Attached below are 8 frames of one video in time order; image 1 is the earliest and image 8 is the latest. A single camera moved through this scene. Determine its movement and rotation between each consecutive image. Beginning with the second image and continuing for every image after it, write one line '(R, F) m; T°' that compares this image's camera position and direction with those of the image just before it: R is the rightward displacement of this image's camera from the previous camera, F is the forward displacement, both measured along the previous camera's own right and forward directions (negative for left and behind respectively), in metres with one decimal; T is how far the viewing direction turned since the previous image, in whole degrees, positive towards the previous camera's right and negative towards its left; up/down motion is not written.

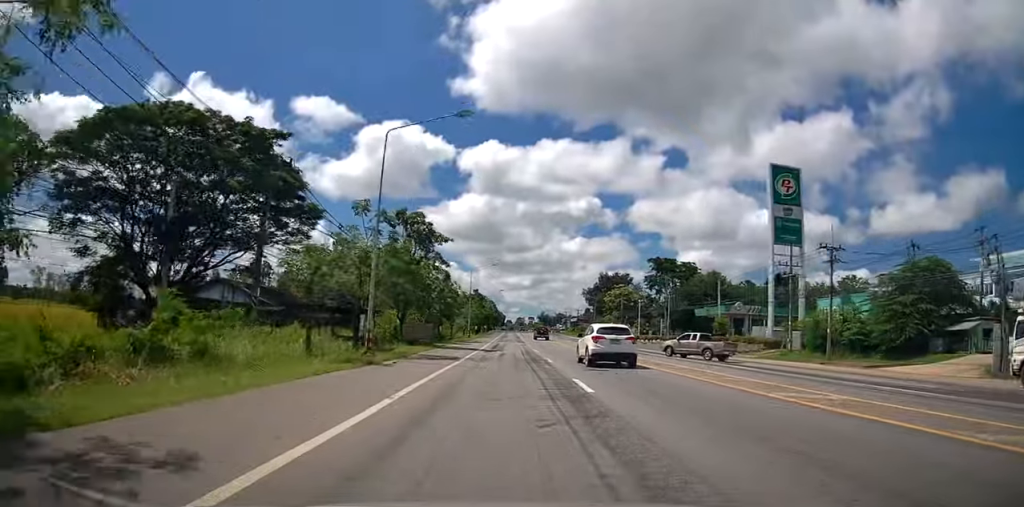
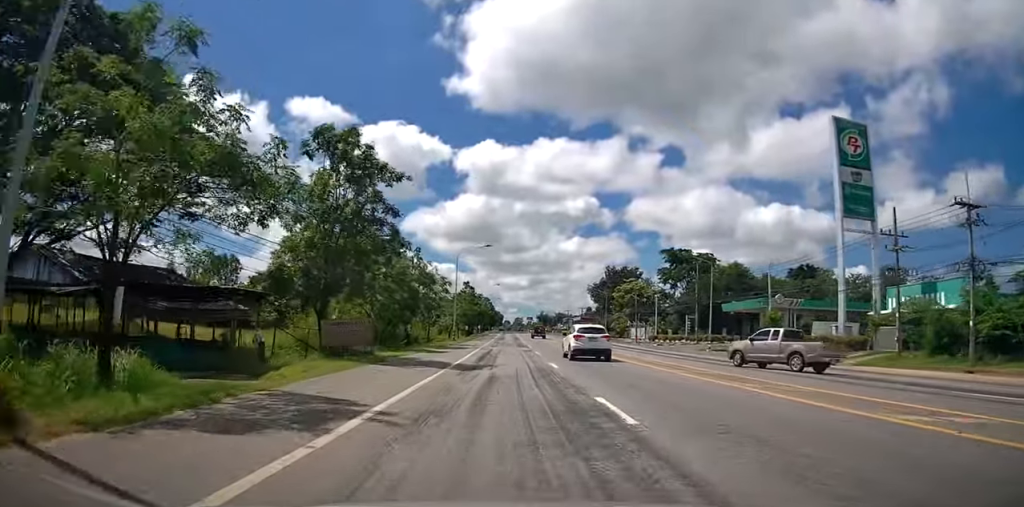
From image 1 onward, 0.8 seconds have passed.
(+0.1, +16.2) m; 0°
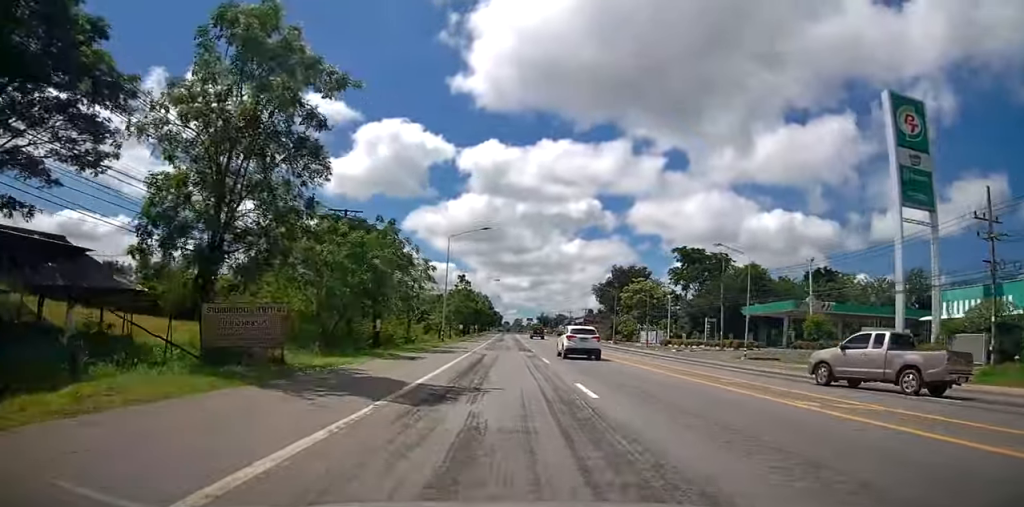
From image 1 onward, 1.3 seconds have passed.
(0.0, +8.9) m; 0°
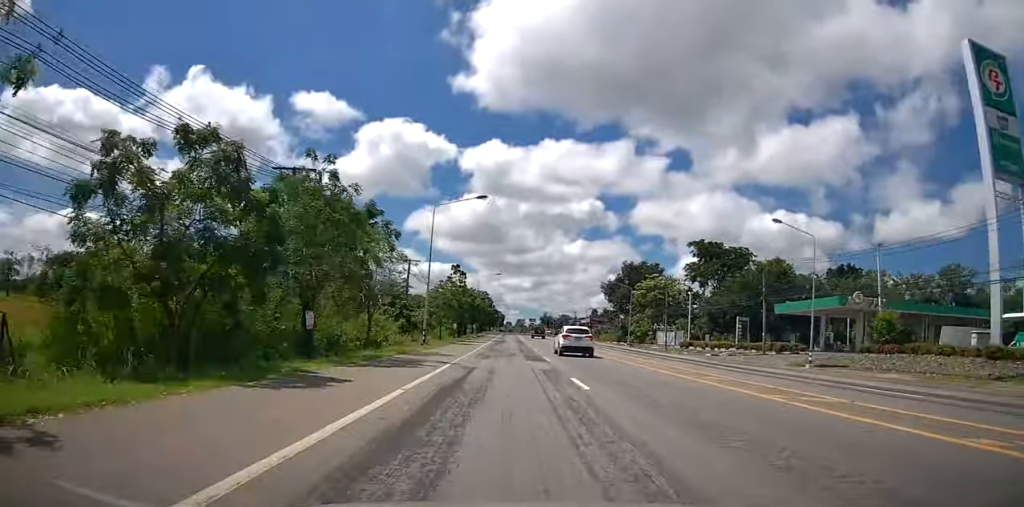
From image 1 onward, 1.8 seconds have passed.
(0.0, +10.5) m; 0°
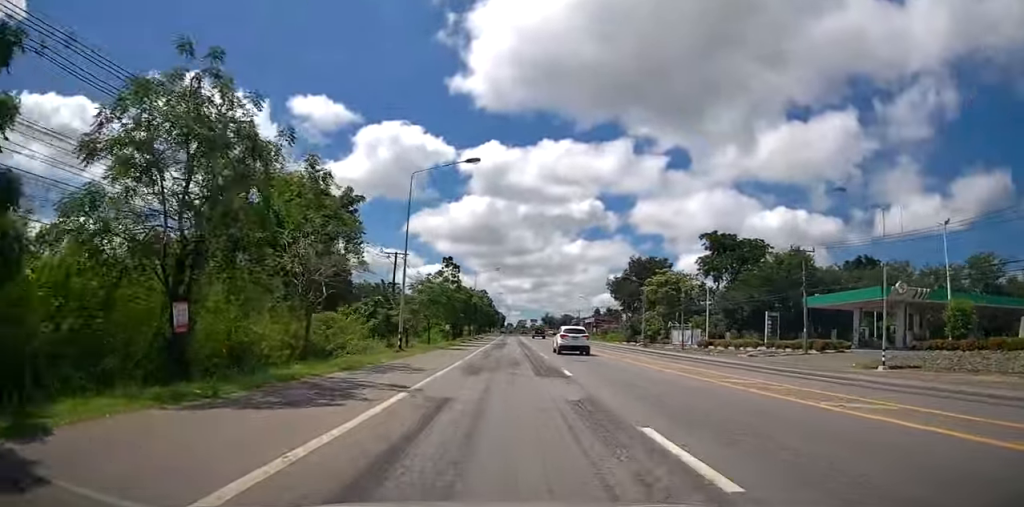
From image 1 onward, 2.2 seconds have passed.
(0.0, +7.9) m; 0°
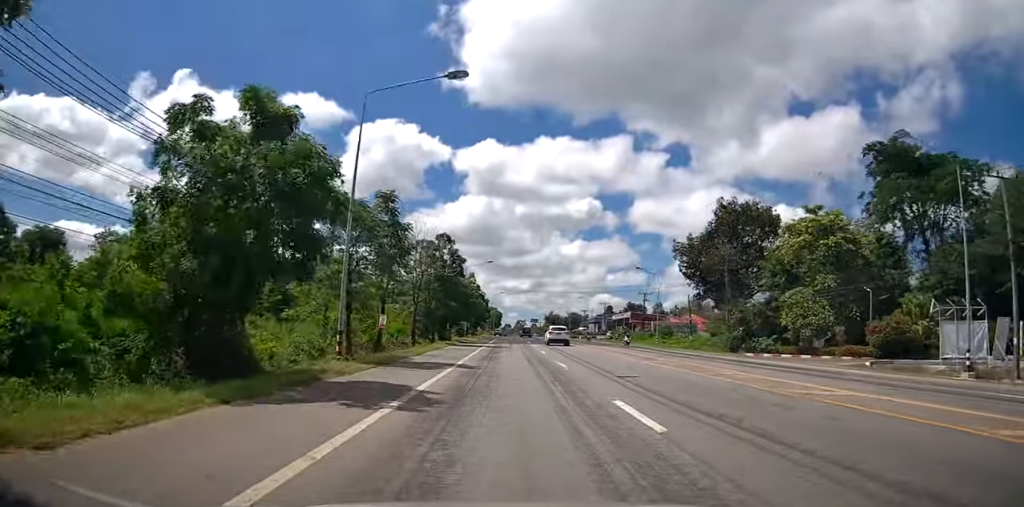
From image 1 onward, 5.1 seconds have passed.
(0.0, +57.3) m; 0°
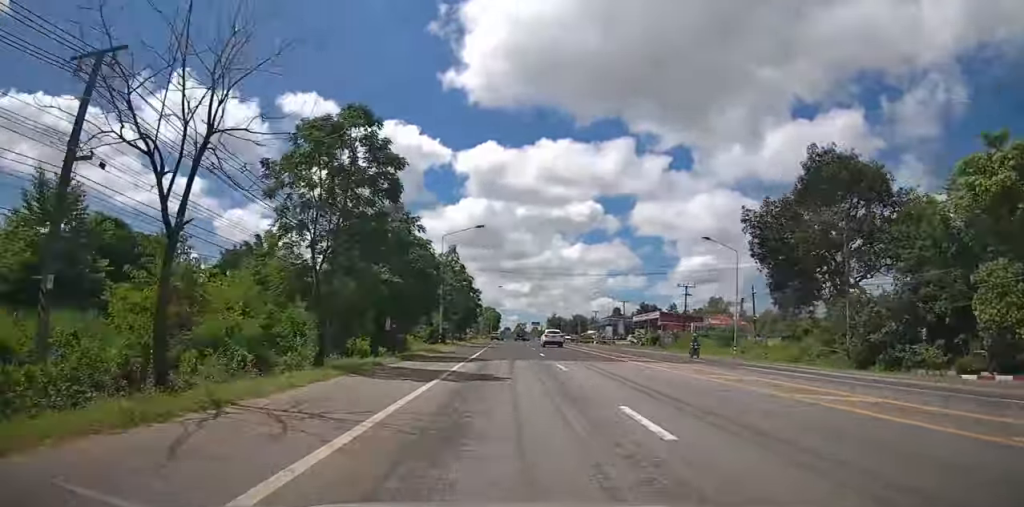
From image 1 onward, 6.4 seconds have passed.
(+0.1, +24.4) m; 0°
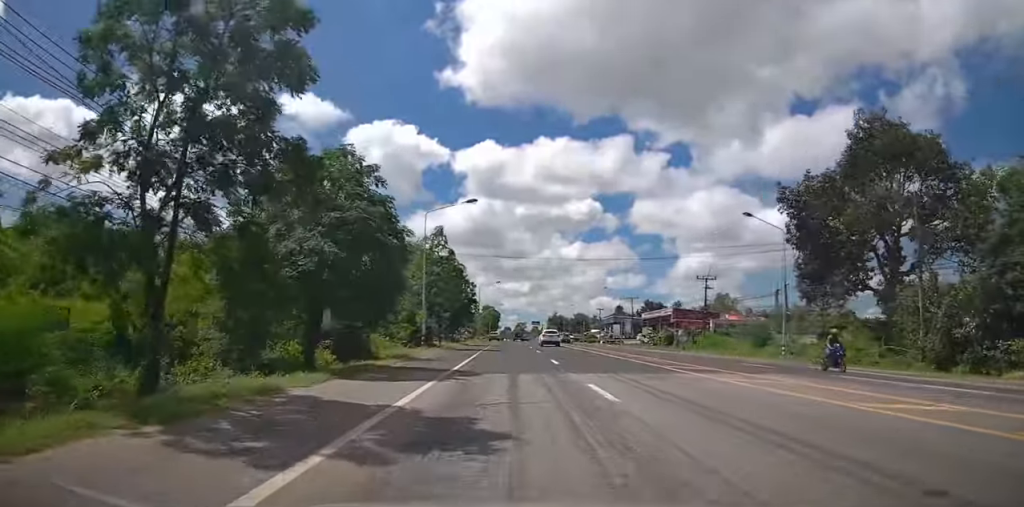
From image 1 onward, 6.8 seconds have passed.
(+0.1, +8.4) m; 0°
